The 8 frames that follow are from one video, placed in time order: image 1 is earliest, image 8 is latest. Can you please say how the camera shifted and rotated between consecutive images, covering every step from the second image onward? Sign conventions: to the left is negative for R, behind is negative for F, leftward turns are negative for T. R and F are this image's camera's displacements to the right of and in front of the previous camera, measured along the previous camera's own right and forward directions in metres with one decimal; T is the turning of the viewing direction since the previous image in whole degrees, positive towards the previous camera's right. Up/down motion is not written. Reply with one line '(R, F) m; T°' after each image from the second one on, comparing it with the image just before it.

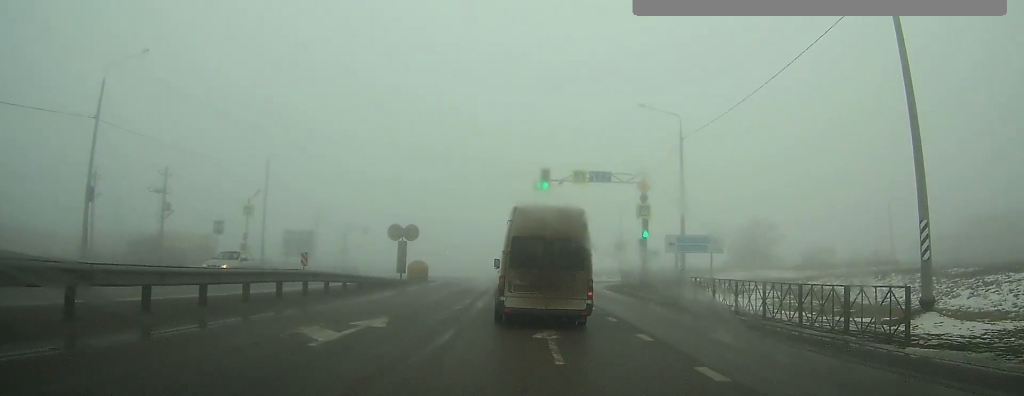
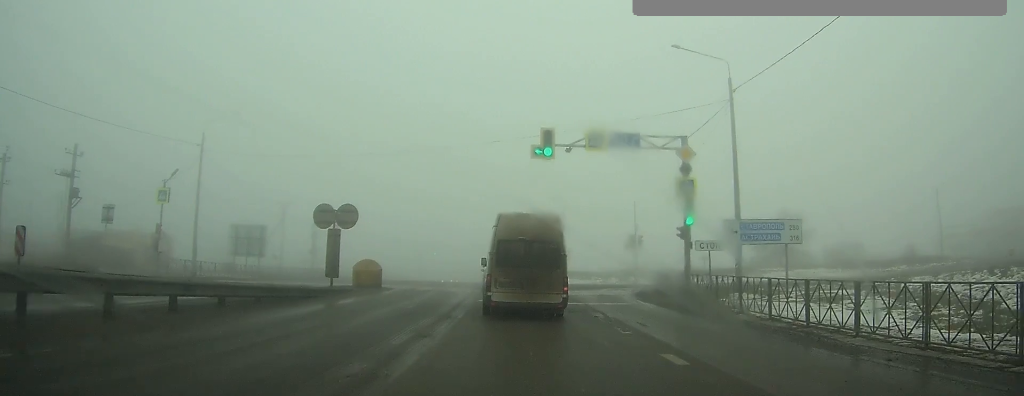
(+0.3, +9.4) m; +2°
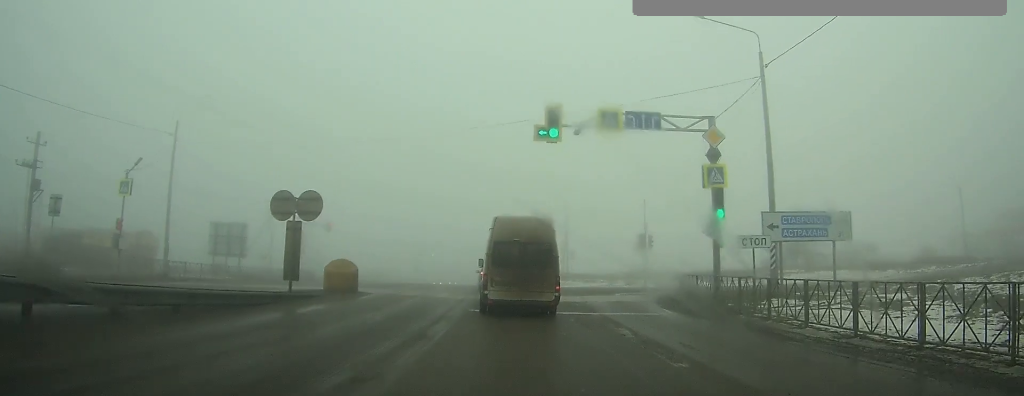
(0.0, +3.9) m; 0°
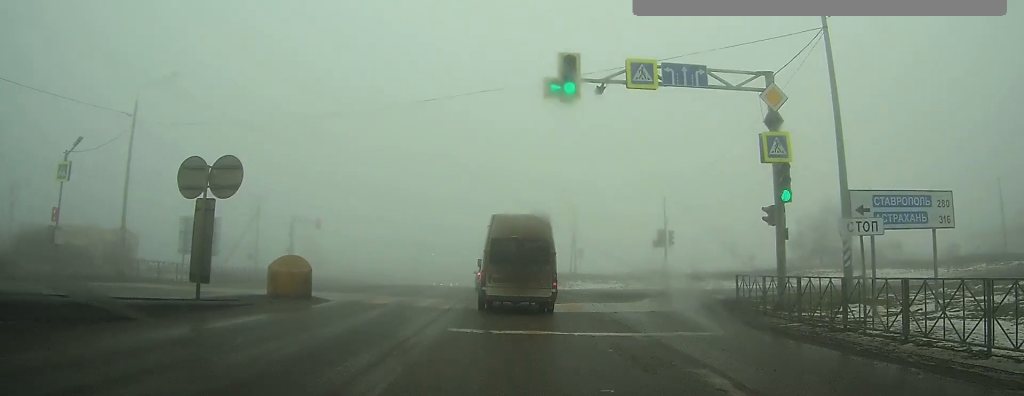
(0.0, +5.1) m; 0°
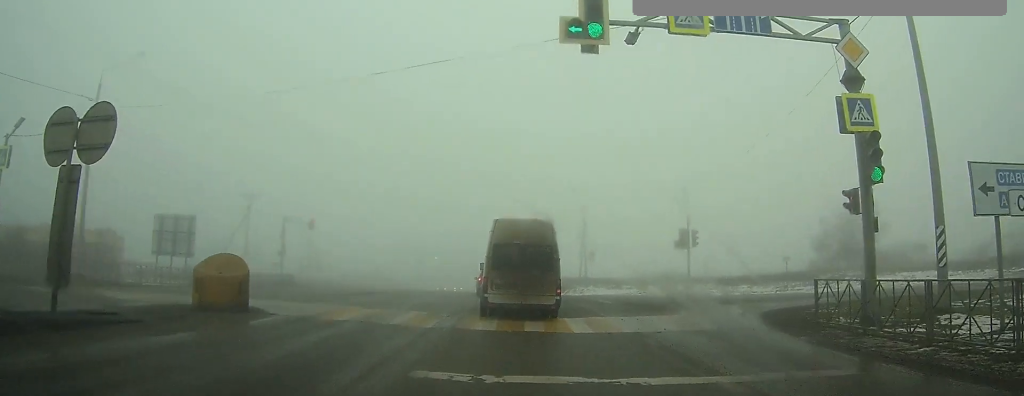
(0.0, +4.1) m; 0°
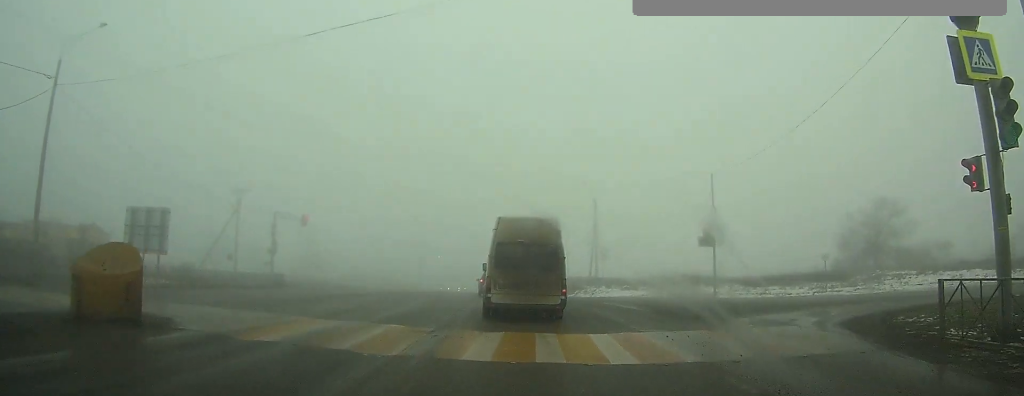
(0.0, +4.0) m; 0°
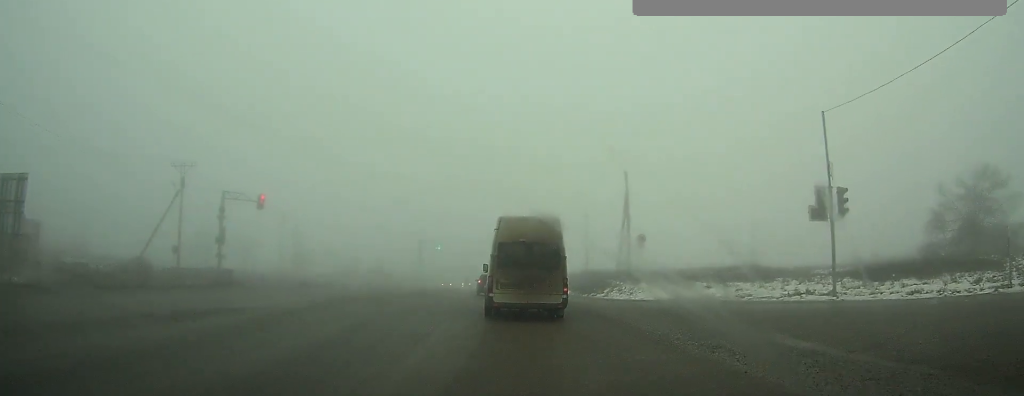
(-0.1, +13.4) m; -1°
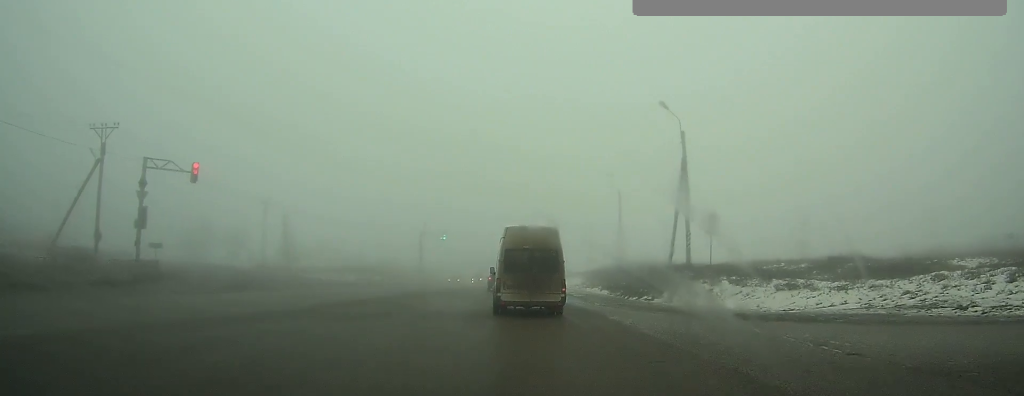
(-0.1, +11.2) m; -2°
